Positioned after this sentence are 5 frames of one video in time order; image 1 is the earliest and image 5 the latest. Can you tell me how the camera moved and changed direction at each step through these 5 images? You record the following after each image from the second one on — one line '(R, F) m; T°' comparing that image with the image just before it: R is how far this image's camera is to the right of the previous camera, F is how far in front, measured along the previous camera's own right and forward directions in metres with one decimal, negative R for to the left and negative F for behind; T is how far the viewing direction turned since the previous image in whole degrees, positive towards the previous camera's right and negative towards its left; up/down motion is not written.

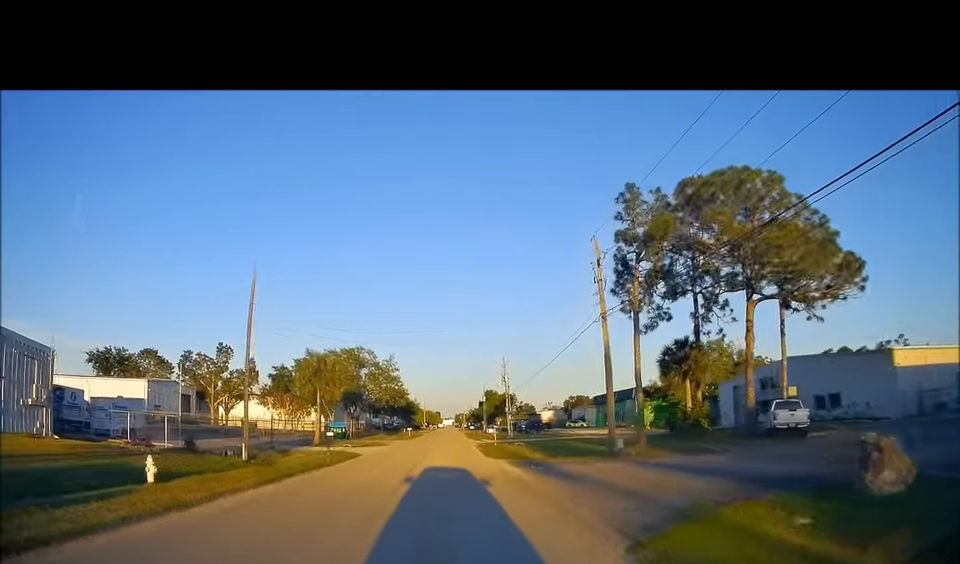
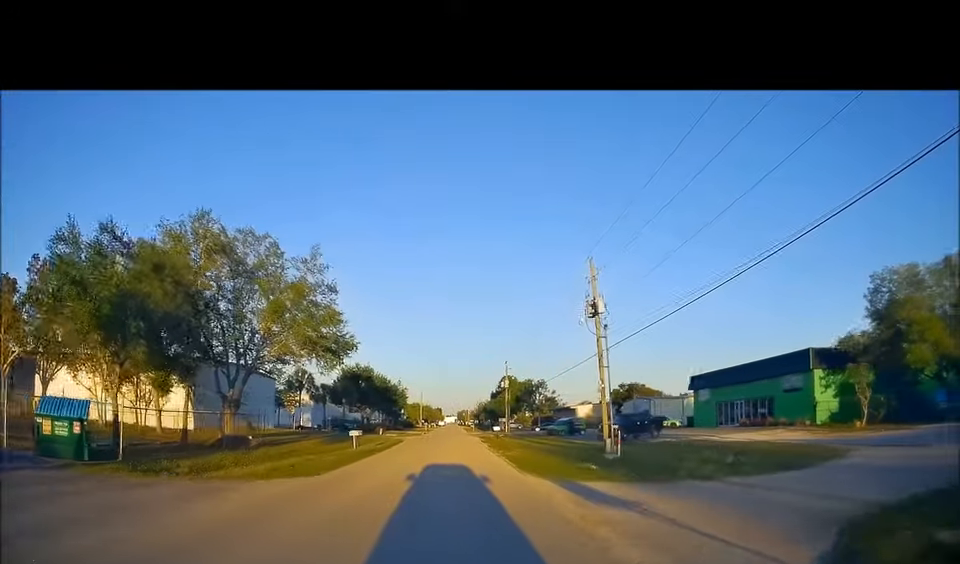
(+1.2, +46.0) m; +3°
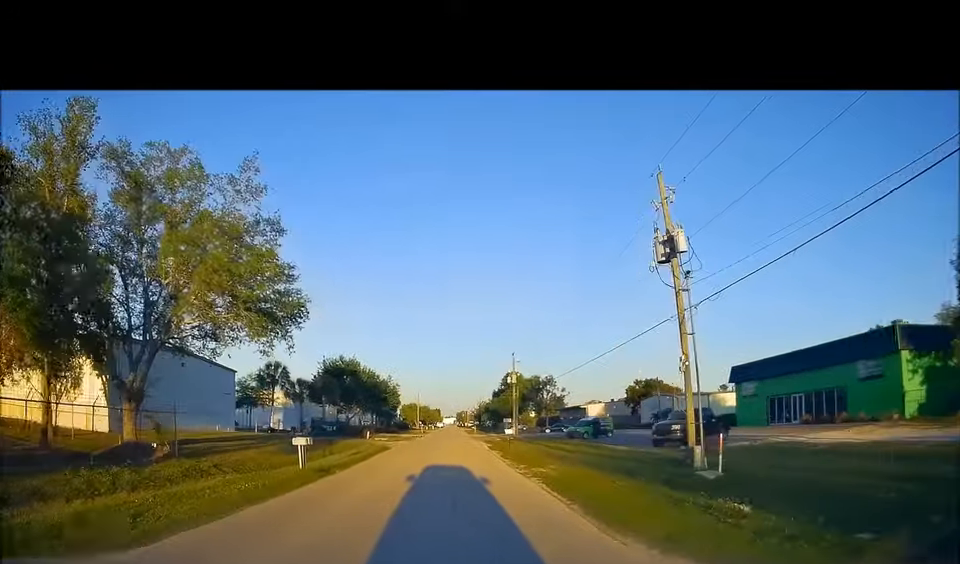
(-0.4, +12.0) m; -2°
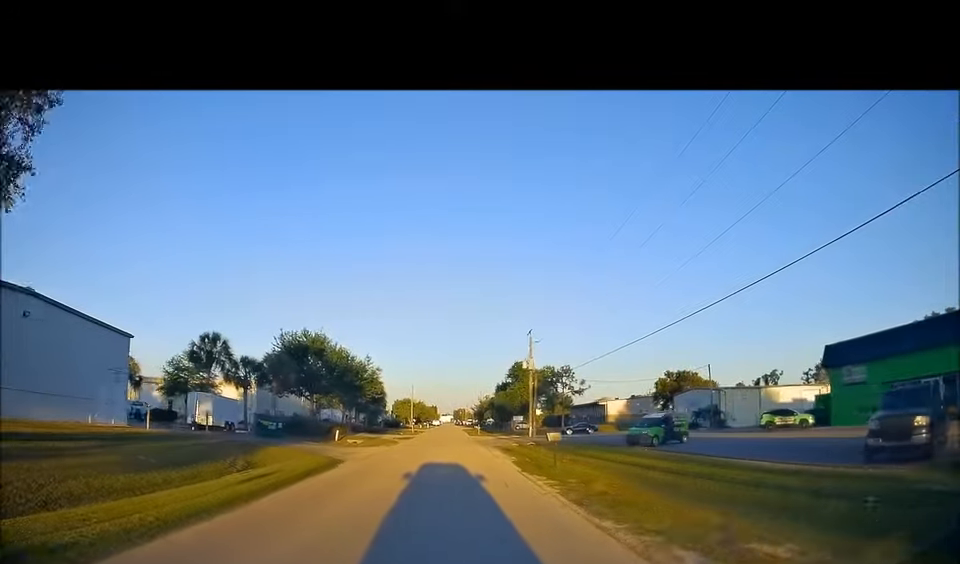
(0.0, +18.3) m; 0°
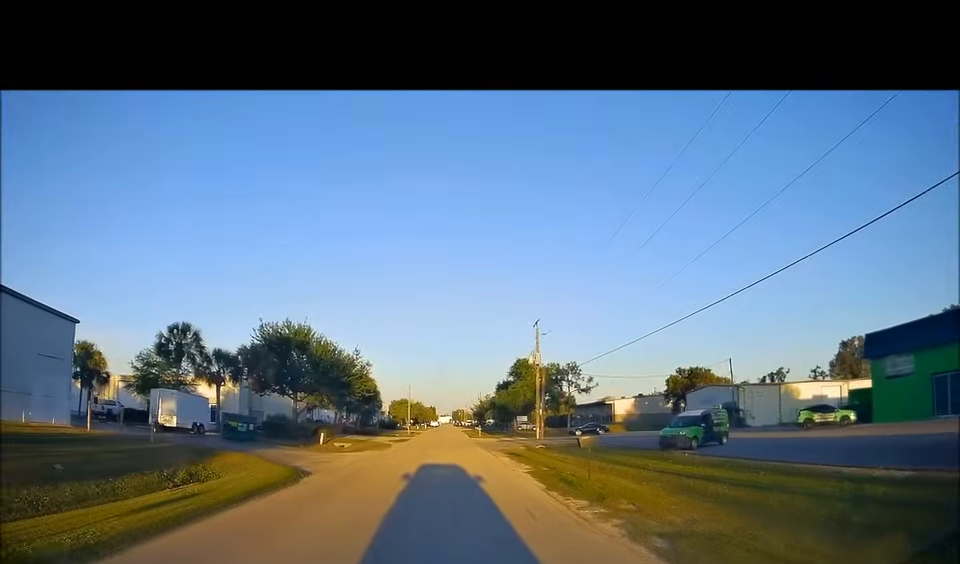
(0.0, +5.4) m; 0°
